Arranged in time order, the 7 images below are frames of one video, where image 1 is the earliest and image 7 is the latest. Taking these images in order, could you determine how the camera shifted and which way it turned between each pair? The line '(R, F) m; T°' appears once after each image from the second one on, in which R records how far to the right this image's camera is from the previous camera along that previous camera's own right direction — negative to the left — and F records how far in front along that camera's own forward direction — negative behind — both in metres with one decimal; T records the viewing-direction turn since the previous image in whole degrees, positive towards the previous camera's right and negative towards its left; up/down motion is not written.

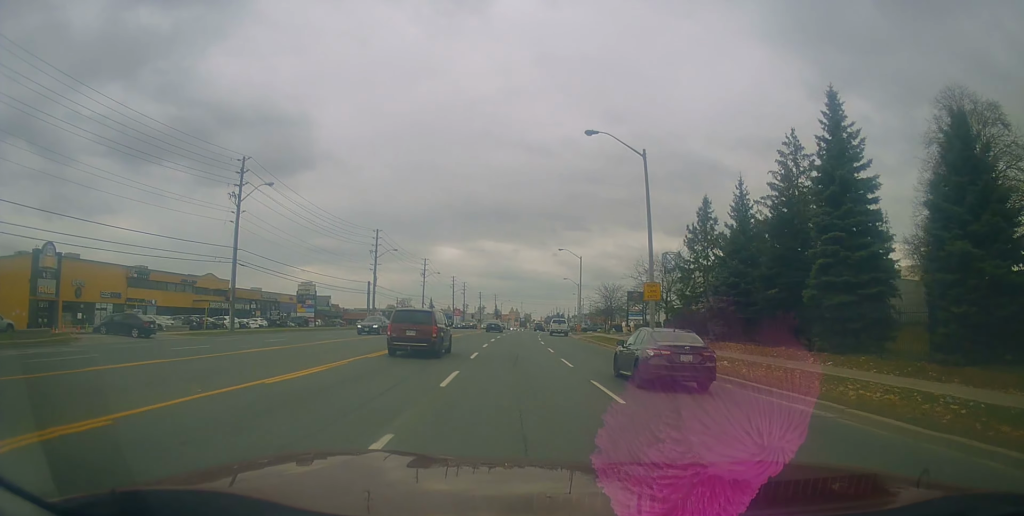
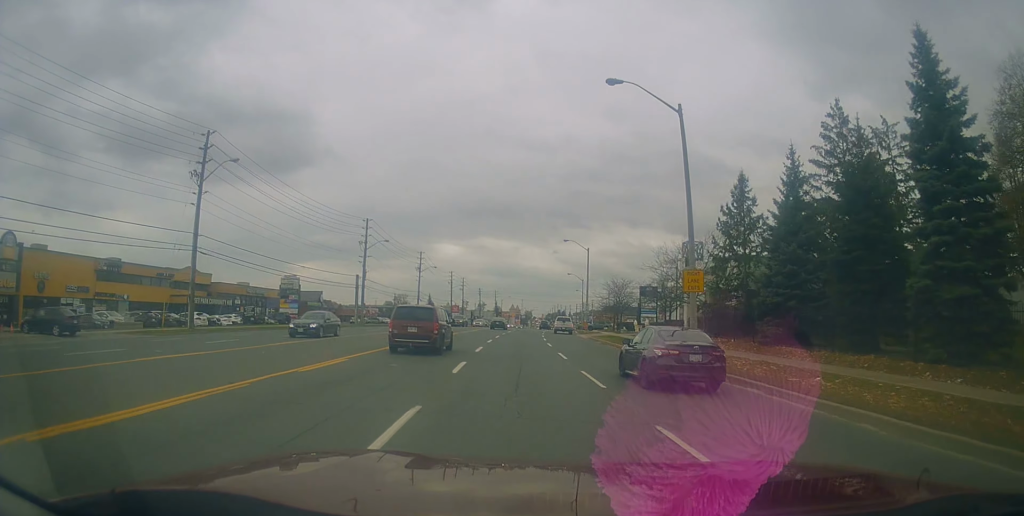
(-0.1, +6.6) m; +1°
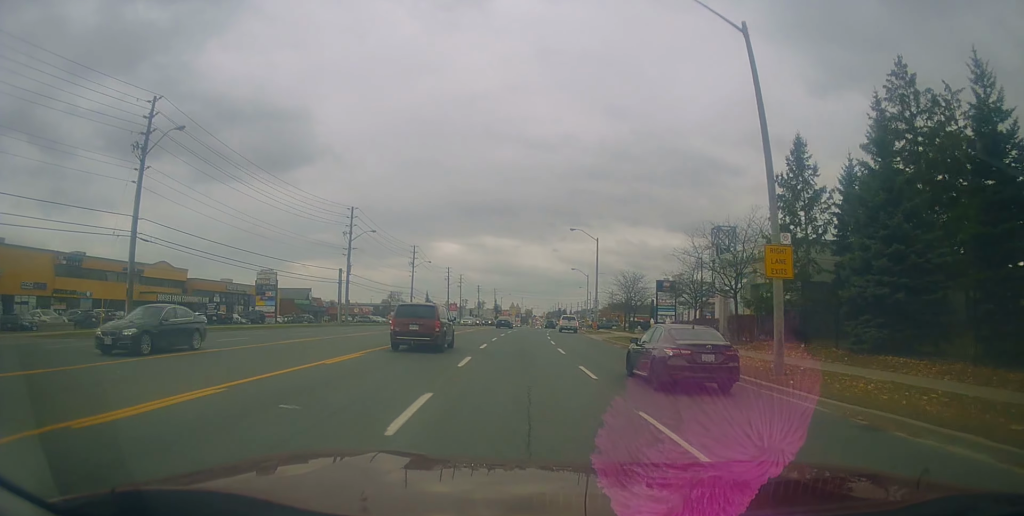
(0.0, +7.6) m; +1°
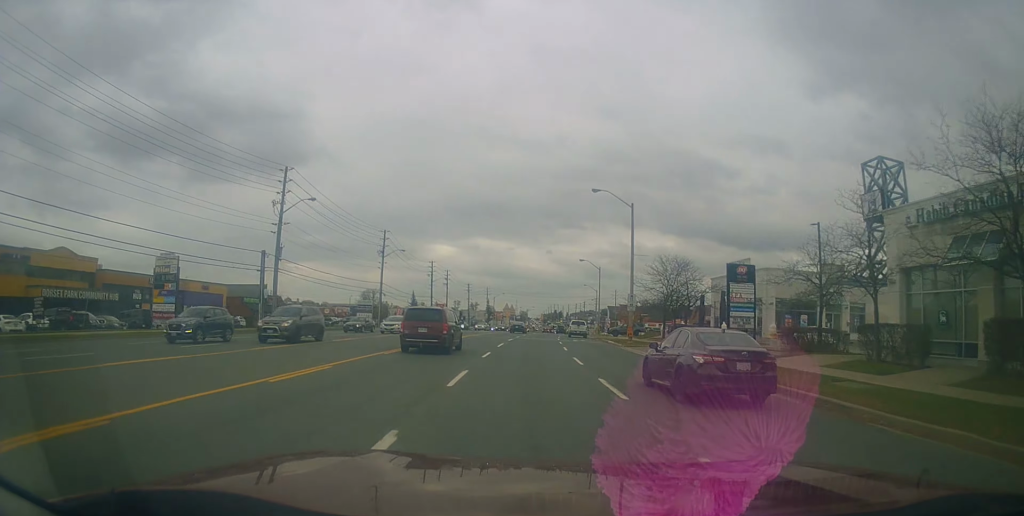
(+0.3, +20.9) m; 0°
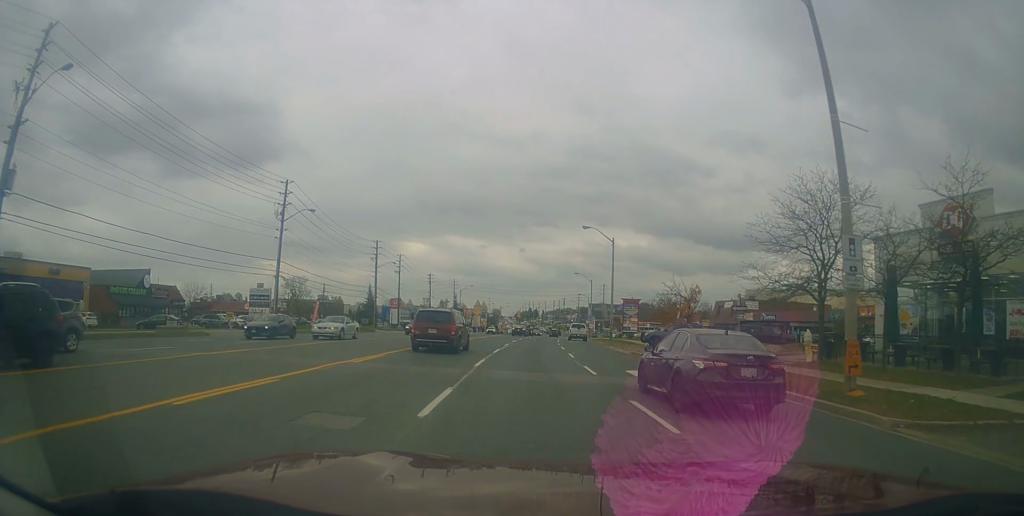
(+1.2, +30.4) m; +5°
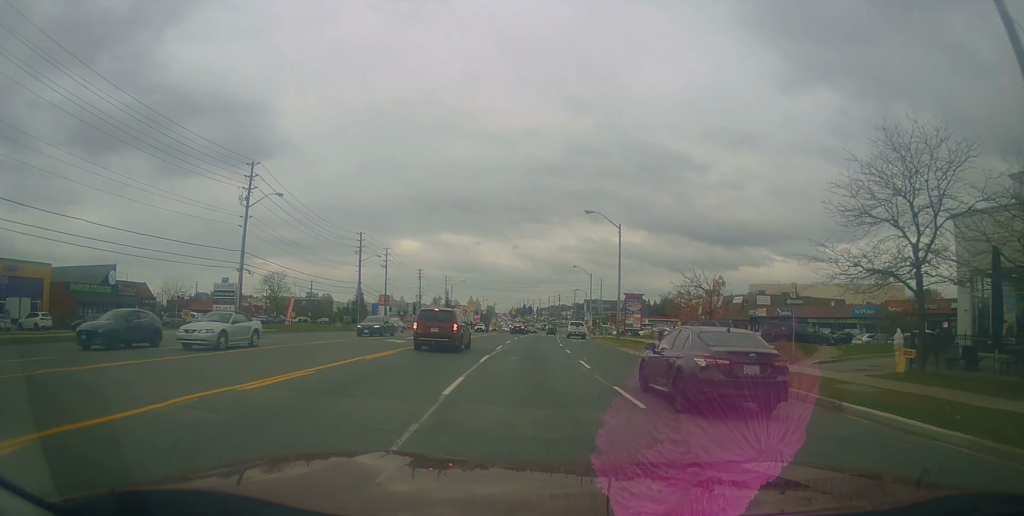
(0.0, +6.6) m; 0°
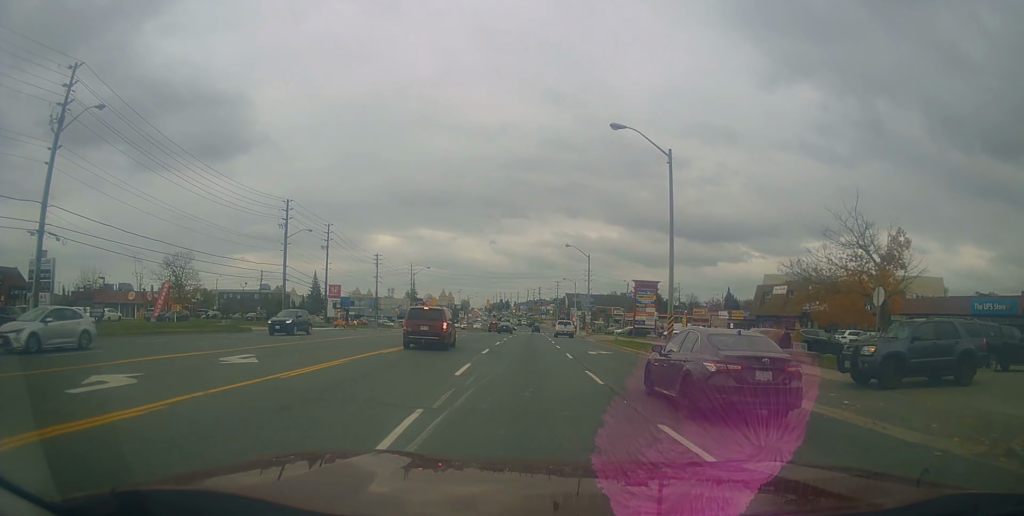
(+0.2, +22.7) m; +1°
